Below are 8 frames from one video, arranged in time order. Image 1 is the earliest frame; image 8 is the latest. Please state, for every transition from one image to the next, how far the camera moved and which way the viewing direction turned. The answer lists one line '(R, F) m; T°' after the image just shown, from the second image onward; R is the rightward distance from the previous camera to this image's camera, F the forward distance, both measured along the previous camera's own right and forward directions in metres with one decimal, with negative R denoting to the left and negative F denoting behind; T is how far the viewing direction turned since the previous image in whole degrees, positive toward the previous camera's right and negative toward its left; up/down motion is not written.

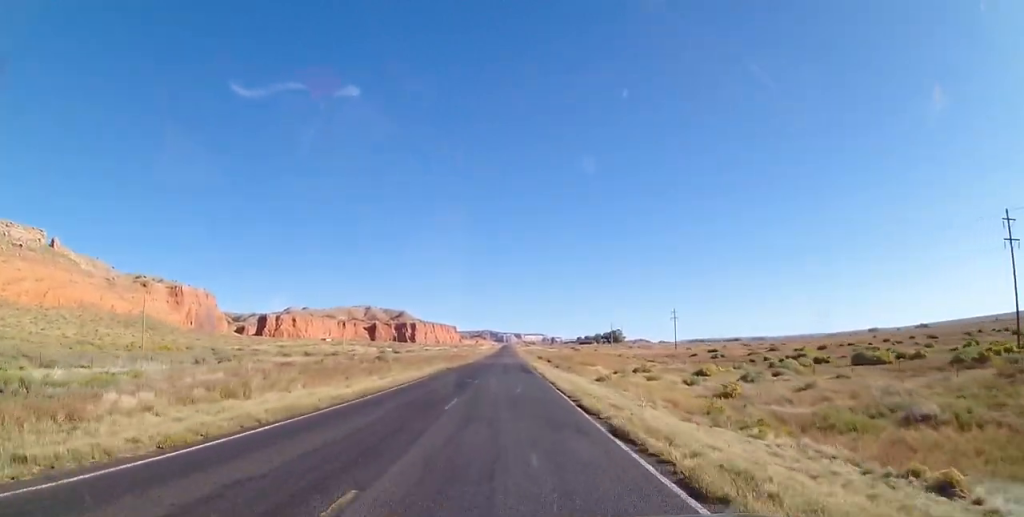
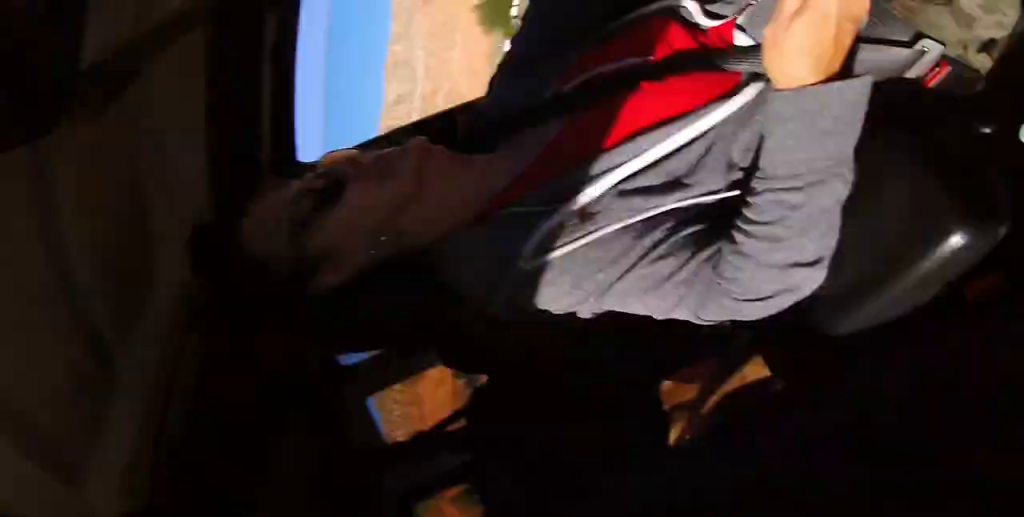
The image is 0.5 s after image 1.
(0.0, +11.8) m; 0°
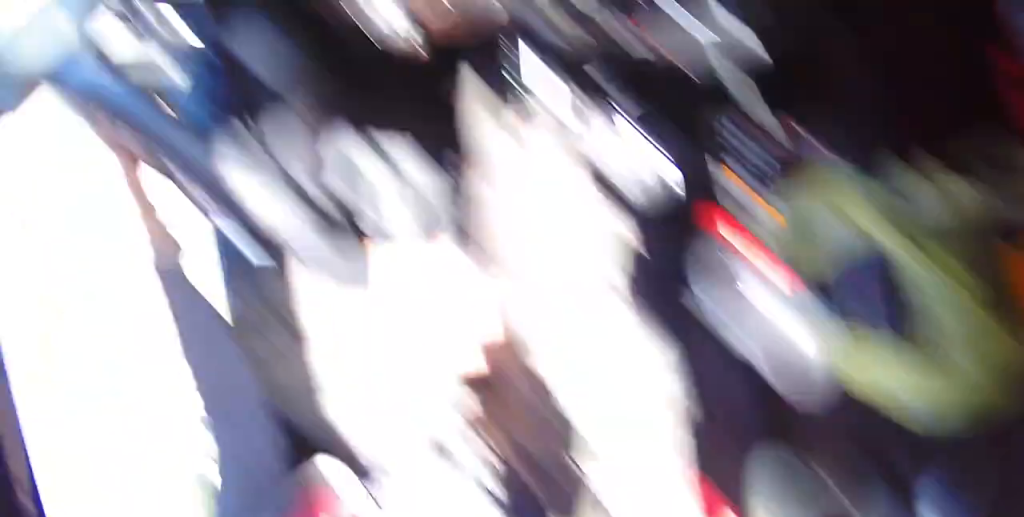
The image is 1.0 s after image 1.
(0.0, +13.5) m; 0°
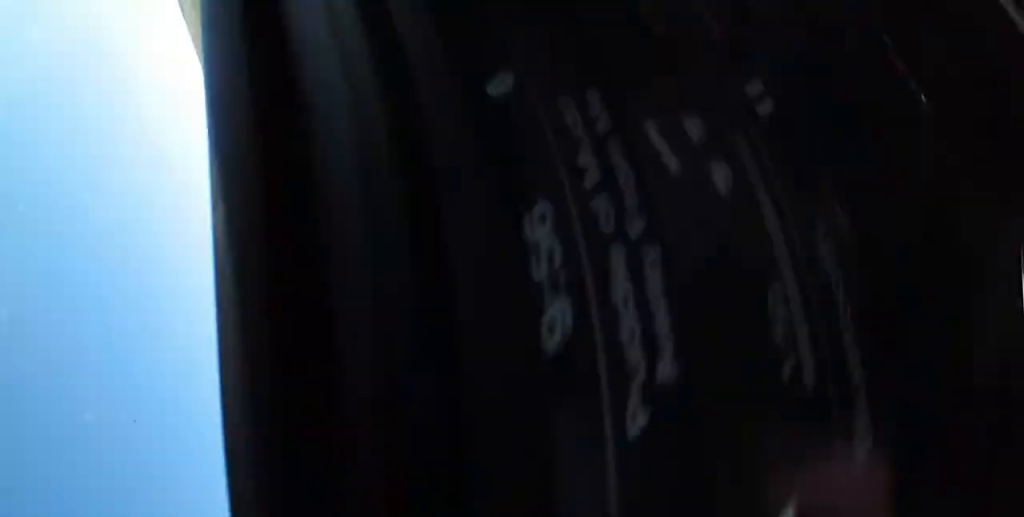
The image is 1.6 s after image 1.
(0.0, +15.3) m; 0°
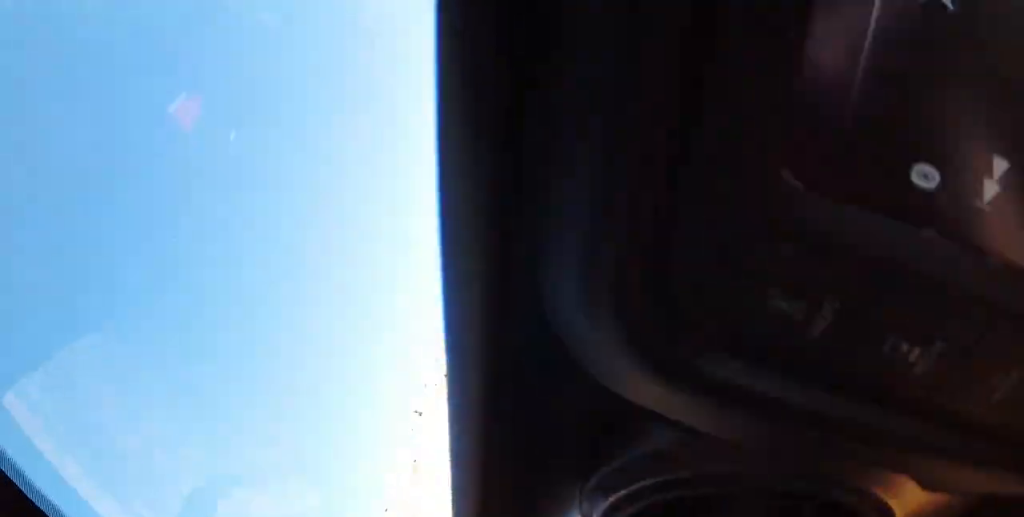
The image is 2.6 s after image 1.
(0.0, +24.7) m; 0°
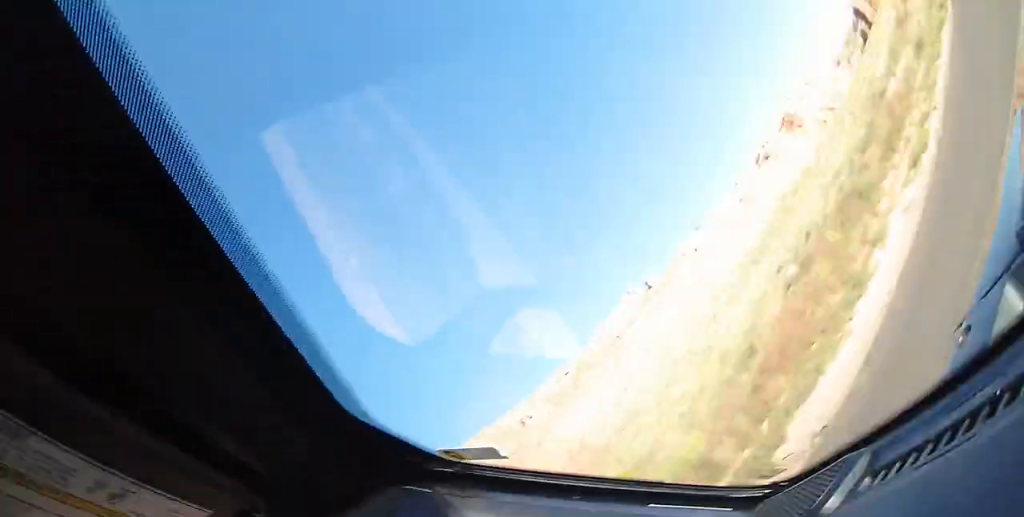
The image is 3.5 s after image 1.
(+0.1, +22.7) m; 0°
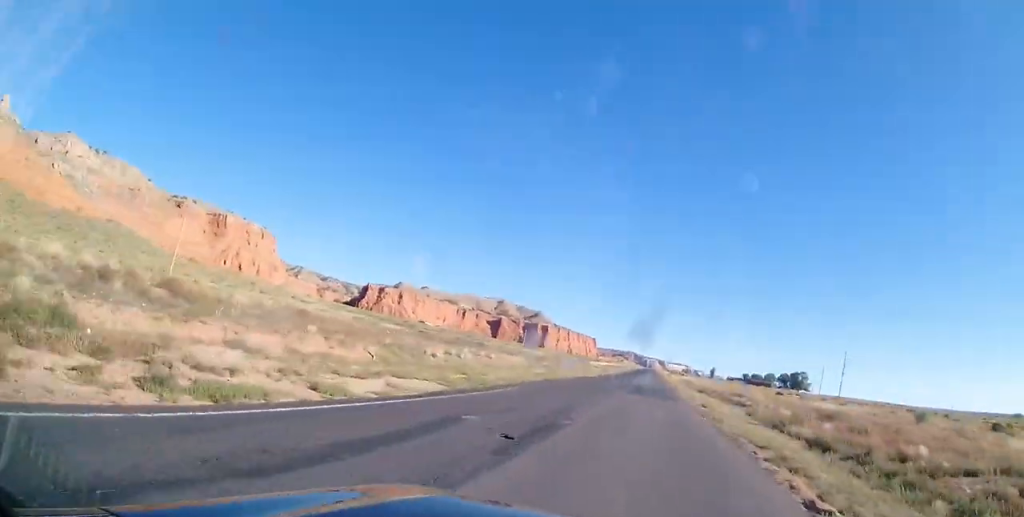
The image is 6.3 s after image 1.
(-0.2, +69.9) m; 0°
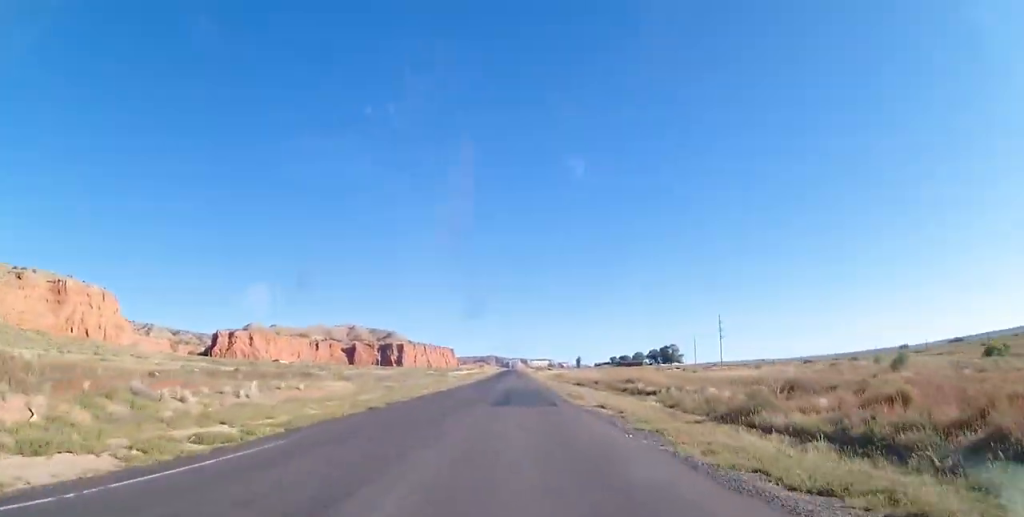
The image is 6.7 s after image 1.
(0.0, +10.0) m; 0°
